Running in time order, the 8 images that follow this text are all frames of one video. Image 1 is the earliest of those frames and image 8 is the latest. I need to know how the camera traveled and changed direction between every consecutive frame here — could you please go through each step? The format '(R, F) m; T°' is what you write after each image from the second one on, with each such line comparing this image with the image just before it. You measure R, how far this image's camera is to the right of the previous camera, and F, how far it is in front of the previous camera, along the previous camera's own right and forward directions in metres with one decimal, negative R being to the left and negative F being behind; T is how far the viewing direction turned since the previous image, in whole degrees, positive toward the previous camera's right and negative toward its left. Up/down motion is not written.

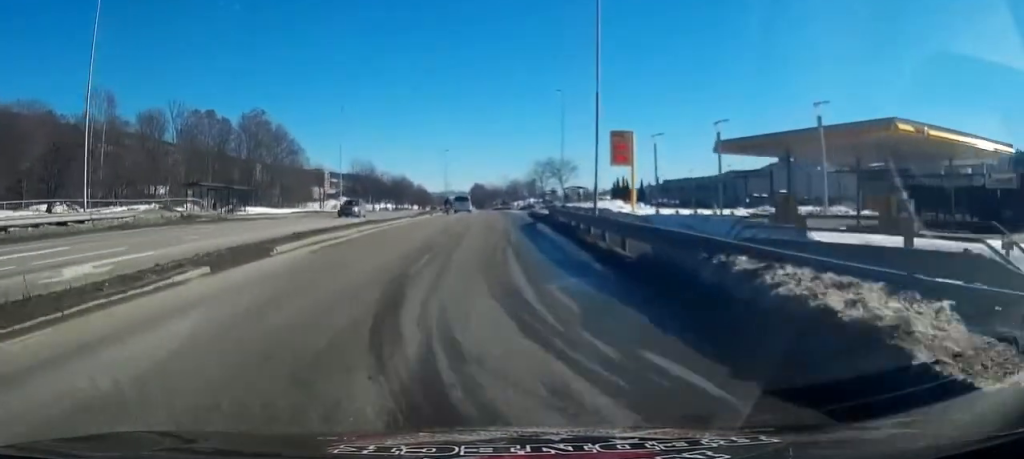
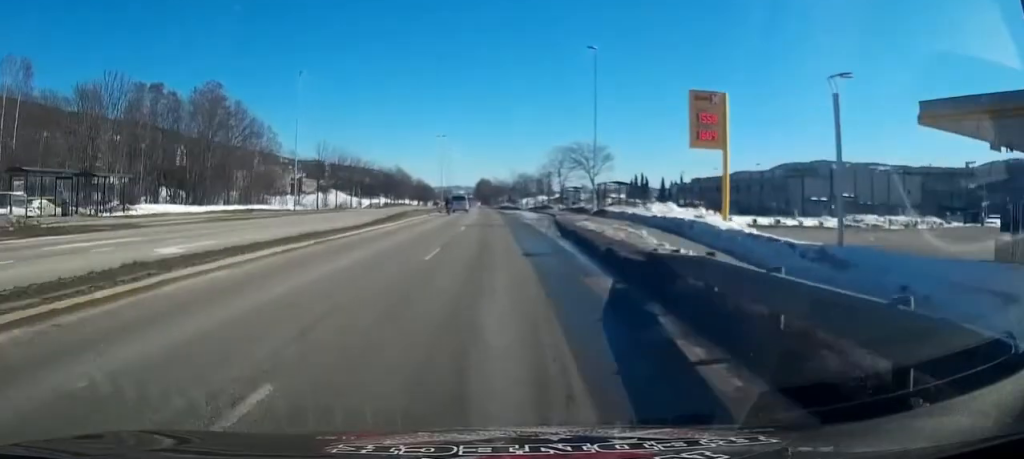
(-0.4, +22.8) m; -2°
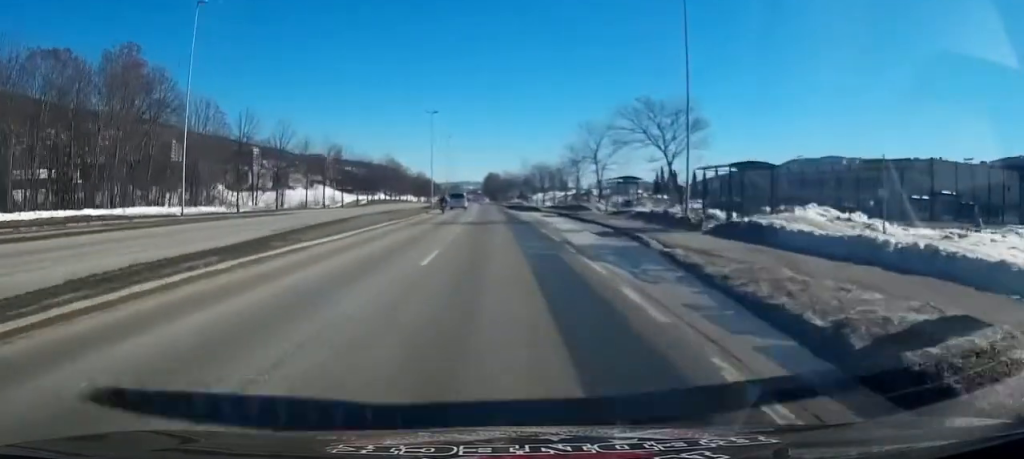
(-0.2, +26.9) m; 0°
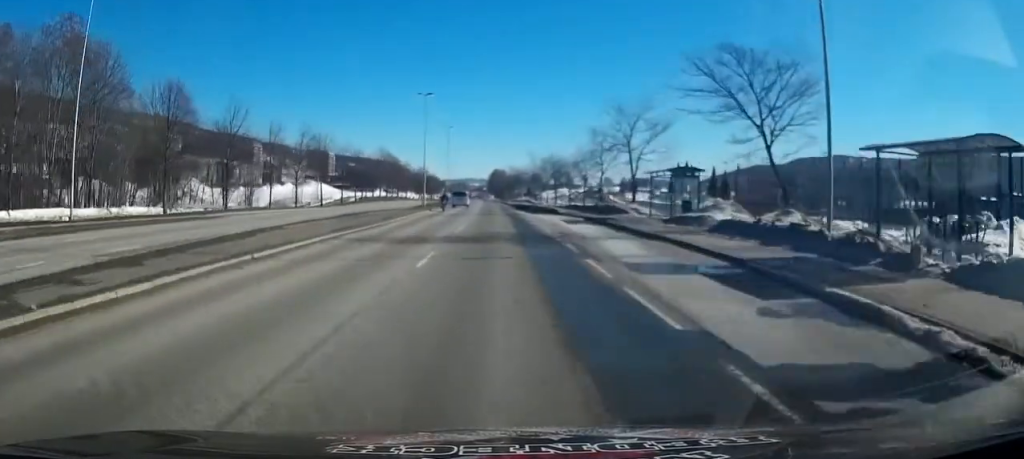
(-0.1, +13.2) m; -1°
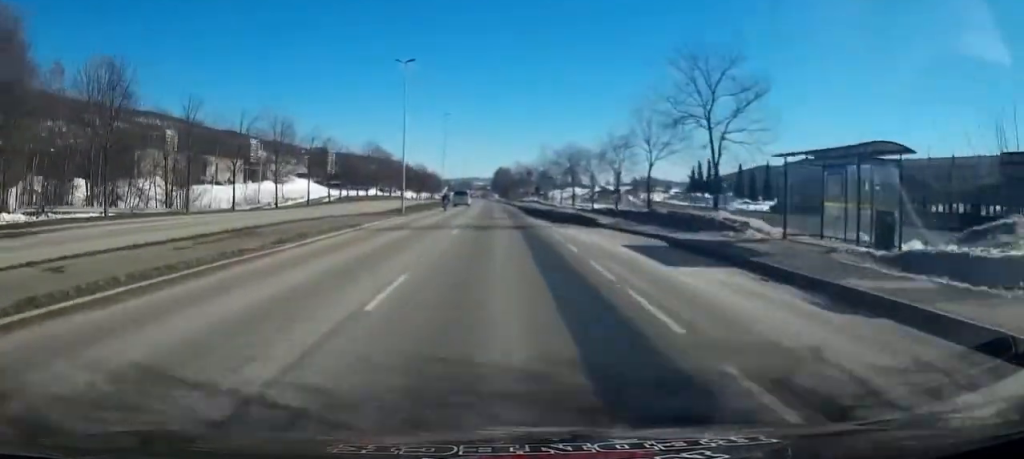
(-0.1, +17.2) m; -1°
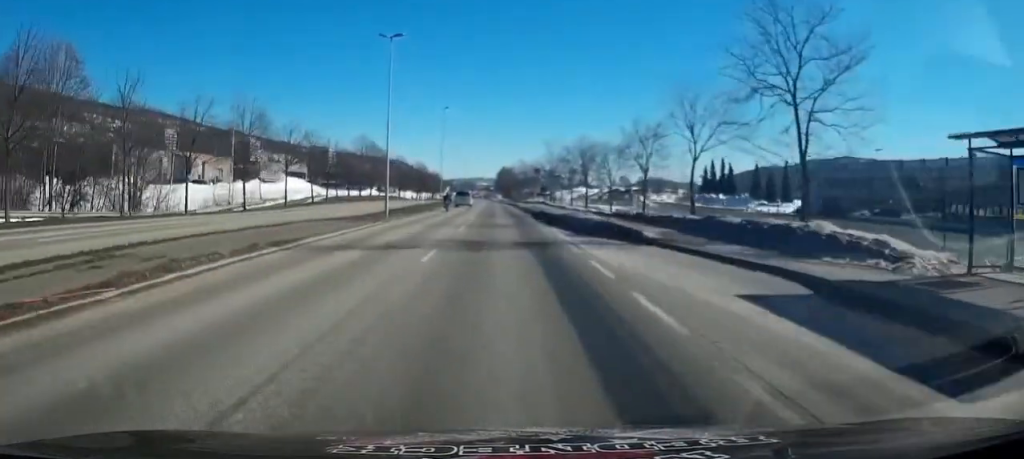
(0.0, +8.6) m; 0°
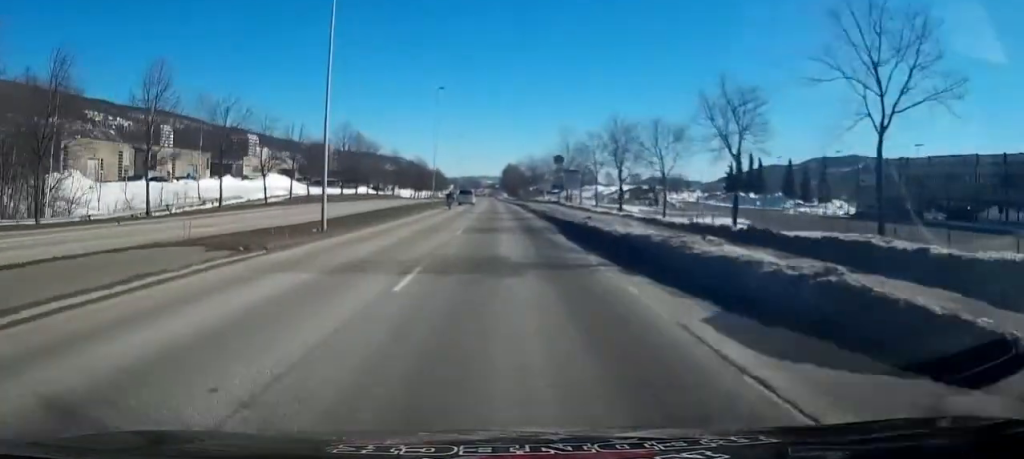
(-0.1, +16.0) m; 0°
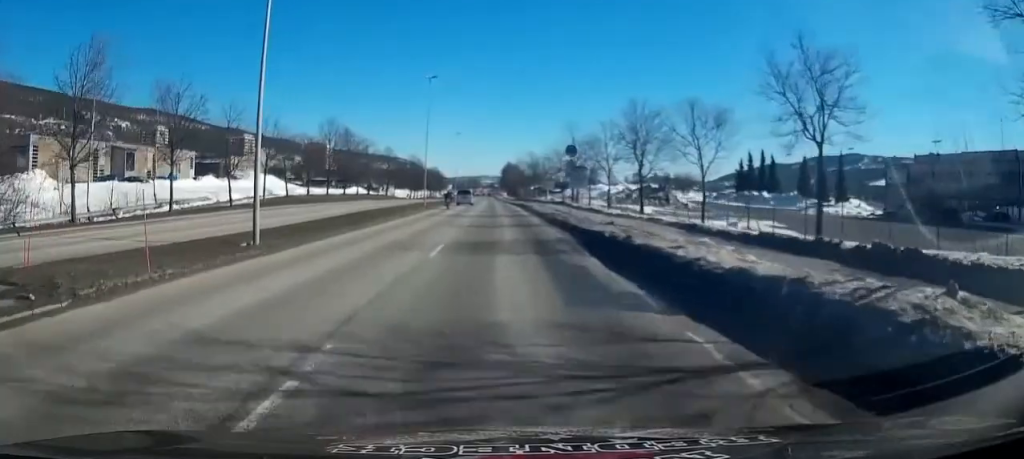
(0.0, +7.5) m; 0°
